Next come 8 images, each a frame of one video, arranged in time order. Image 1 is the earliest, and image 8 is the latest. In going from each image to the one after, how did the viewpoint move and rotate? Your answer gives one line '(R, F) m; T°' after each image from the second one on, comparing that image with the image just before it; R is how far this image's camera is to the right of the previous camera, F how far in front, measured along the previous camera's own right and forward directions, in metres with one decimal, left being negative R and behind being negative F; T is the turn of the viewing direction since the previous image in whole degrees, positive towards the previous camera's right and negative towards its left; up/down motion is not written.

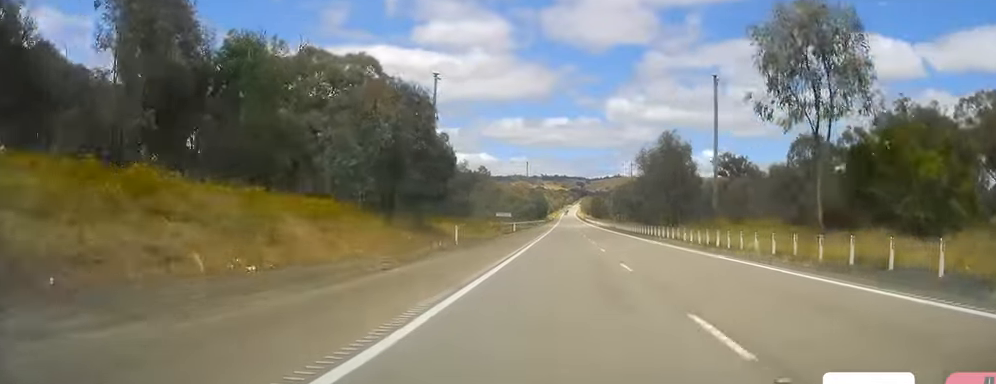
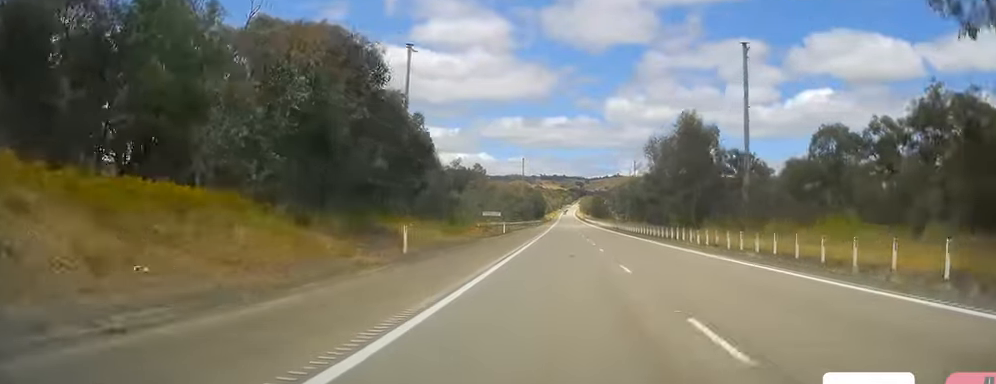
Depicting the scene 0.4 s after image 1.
(+0.1, +12.7) m; 0°
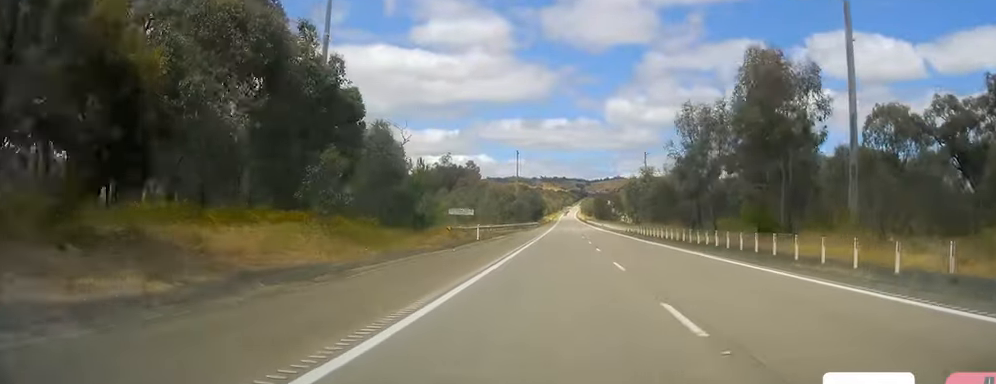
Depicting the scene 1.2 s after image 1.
(+0.1, +22.4) m; 0°
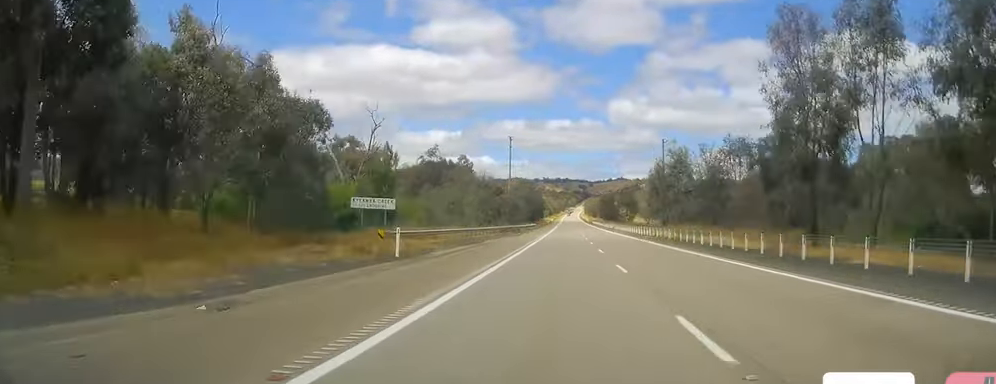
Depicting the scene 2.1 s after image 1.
(0.0, +25.1) m; -1°
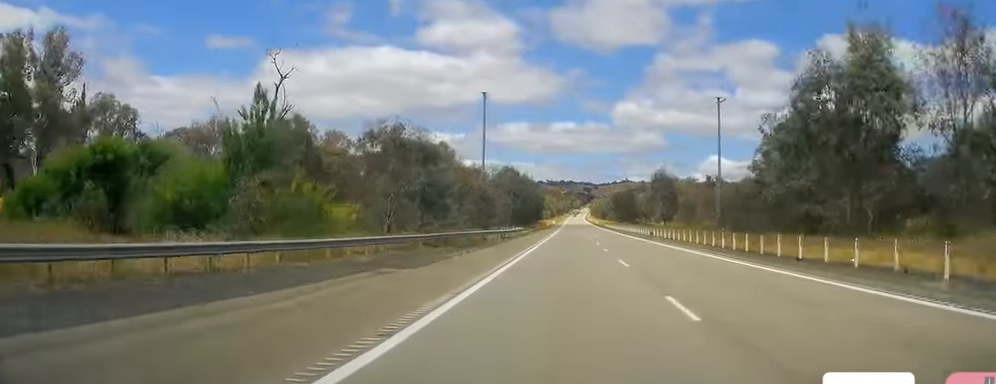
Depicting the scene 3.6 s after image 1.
(-0.5, +45.4) m; 0°
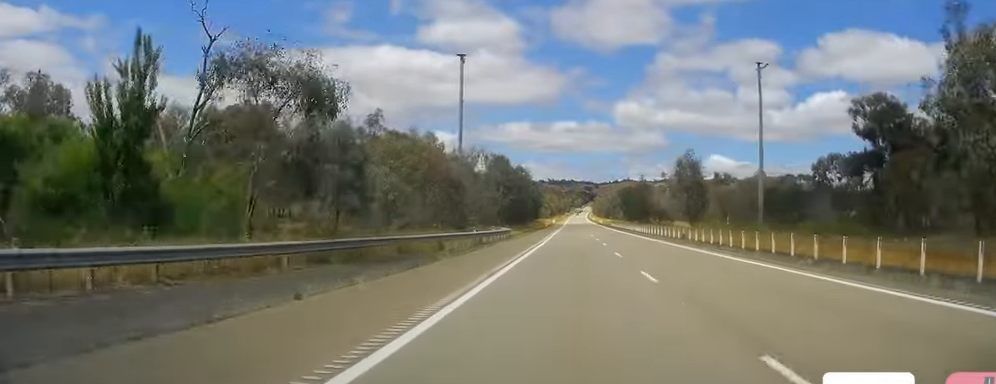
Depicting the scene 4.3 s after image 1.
(+0.1, +18.3) m; 0°
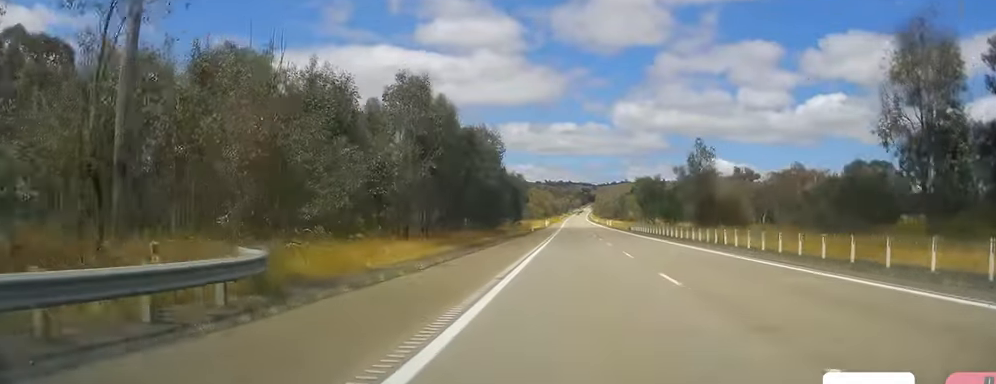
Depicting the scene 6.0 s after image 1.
(-0.1, +49.0) m; -1°
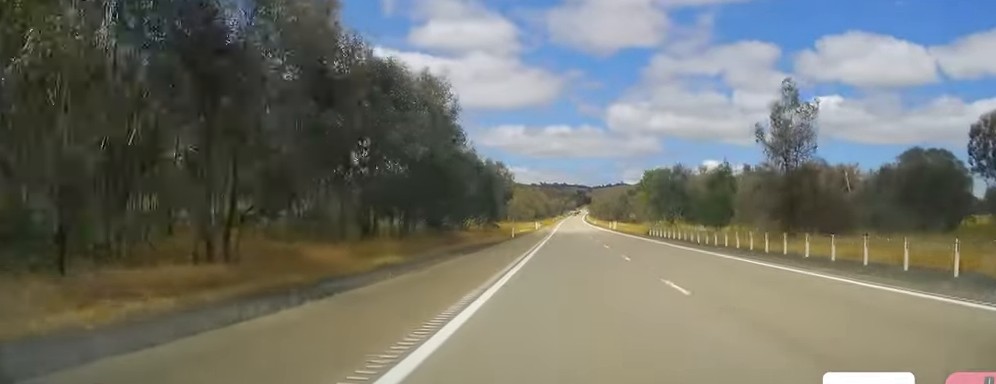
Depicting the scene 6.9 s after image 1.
(-0.3, +25.9) m; +1°
